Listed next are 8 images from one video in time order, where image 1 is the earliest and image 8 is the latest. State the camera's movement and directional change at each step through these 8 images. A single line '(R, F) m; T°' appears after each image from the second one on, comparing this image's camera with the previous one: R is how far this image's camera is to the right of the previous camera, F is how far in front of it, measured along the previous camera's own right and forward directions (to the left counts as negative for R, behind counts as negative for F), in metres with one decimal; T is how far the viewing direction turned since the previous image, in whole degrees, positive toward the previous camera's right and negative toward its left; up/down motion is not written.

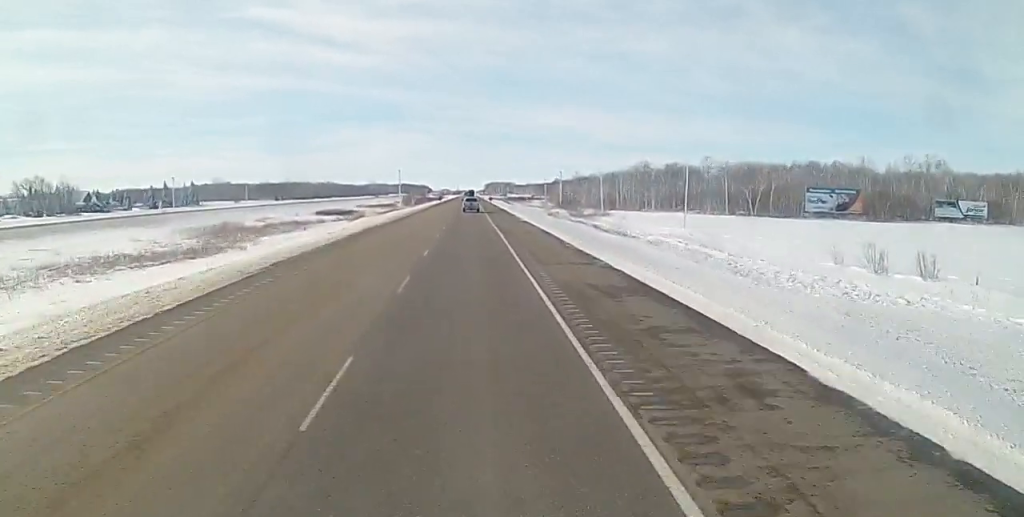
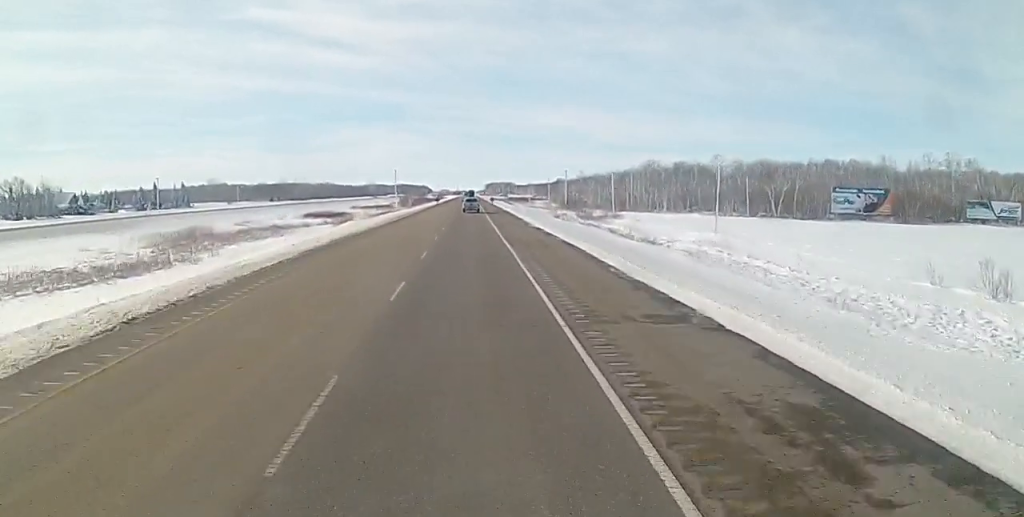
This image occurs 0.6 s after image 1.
(-0.1, +13.4) m; 0°
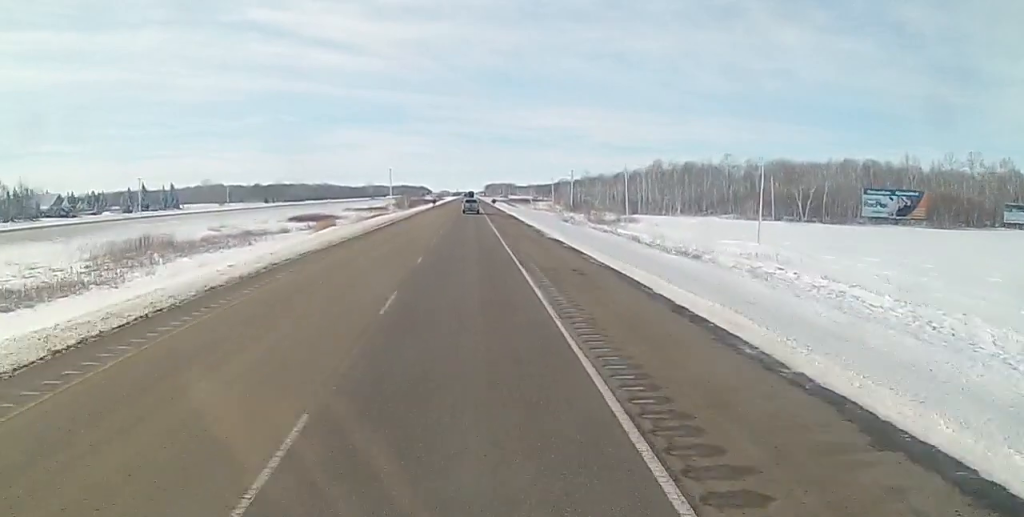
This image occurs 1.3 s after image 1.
(-0.4, +13.9) m; 0°
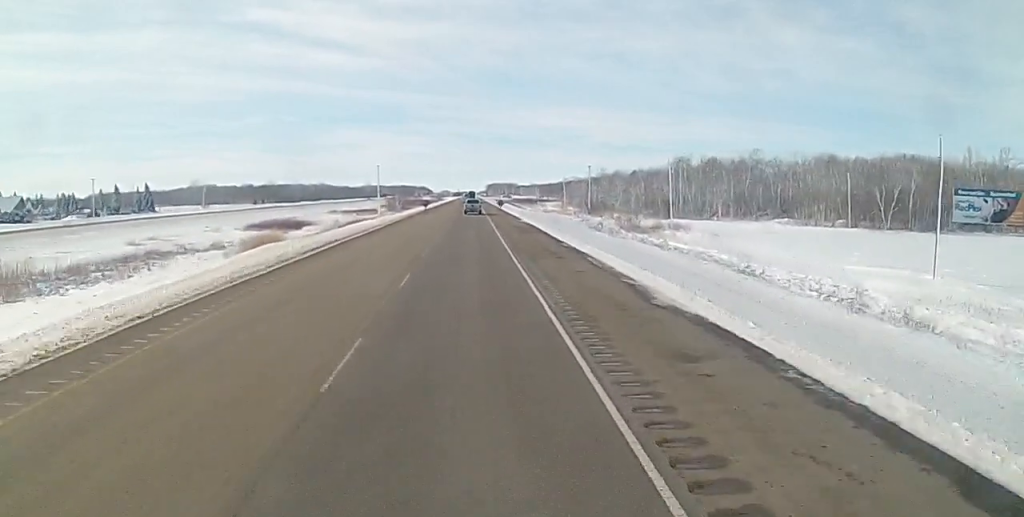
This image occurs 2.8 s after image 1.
(+0.3, +30.7) m; -1°
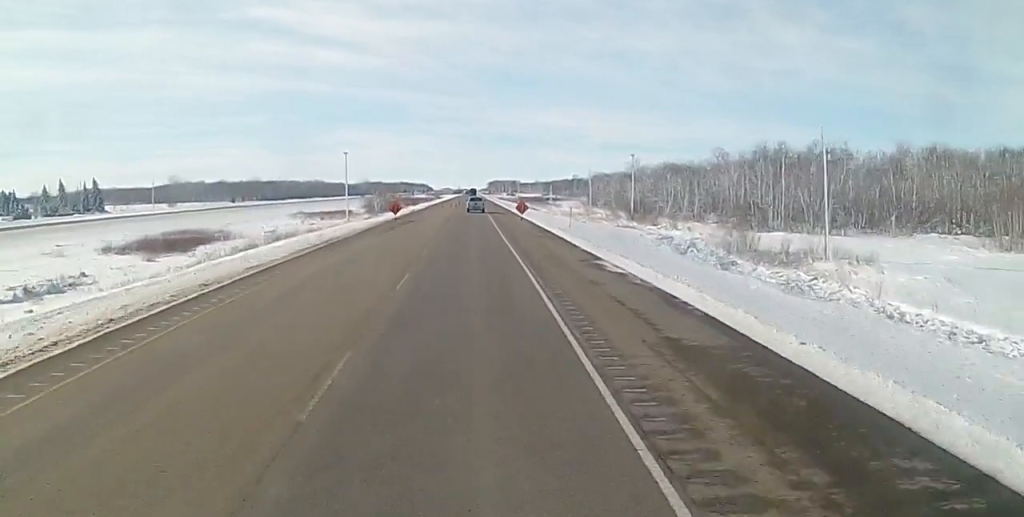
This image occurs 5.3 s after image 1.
(-0.7, +49.4) m; -1°
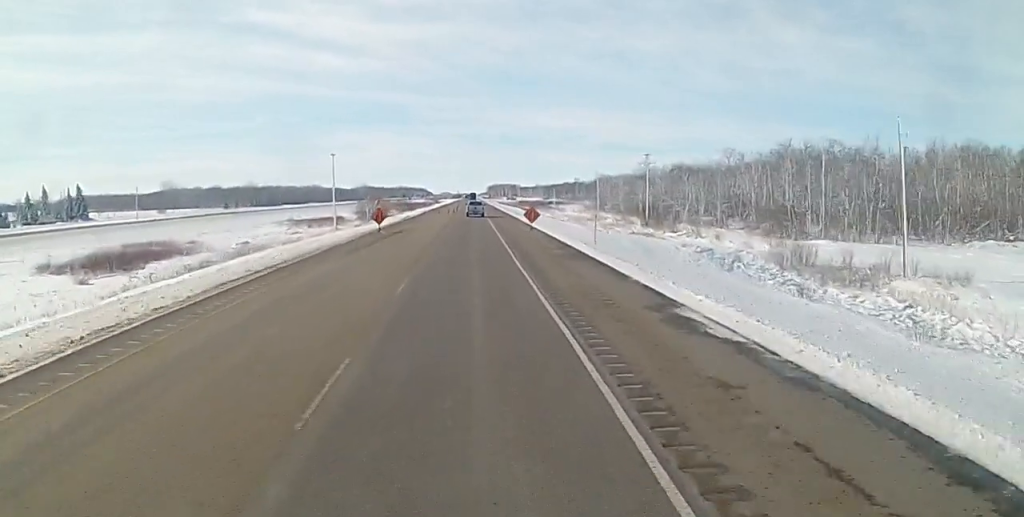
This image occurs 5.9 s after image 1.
(0.0, +12.2) m; 0°
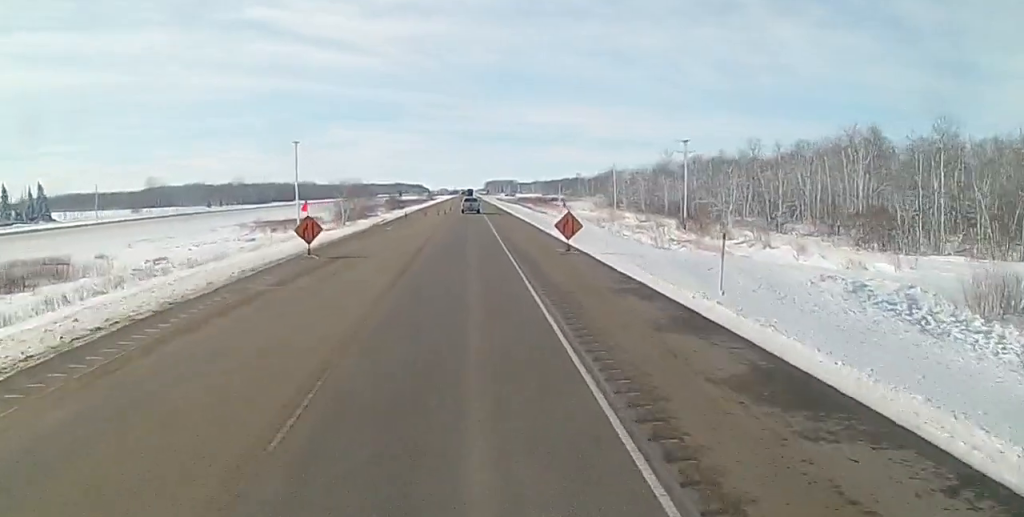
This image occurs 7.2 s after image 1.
(0.0, +24.9) m; 0°
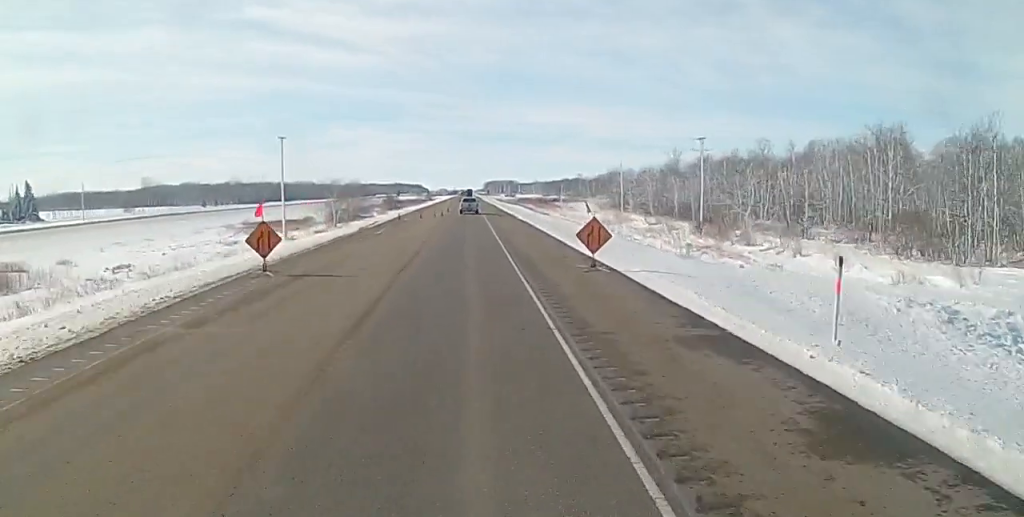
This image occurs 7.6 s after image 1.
(0.0, +7.6) m; +1°
